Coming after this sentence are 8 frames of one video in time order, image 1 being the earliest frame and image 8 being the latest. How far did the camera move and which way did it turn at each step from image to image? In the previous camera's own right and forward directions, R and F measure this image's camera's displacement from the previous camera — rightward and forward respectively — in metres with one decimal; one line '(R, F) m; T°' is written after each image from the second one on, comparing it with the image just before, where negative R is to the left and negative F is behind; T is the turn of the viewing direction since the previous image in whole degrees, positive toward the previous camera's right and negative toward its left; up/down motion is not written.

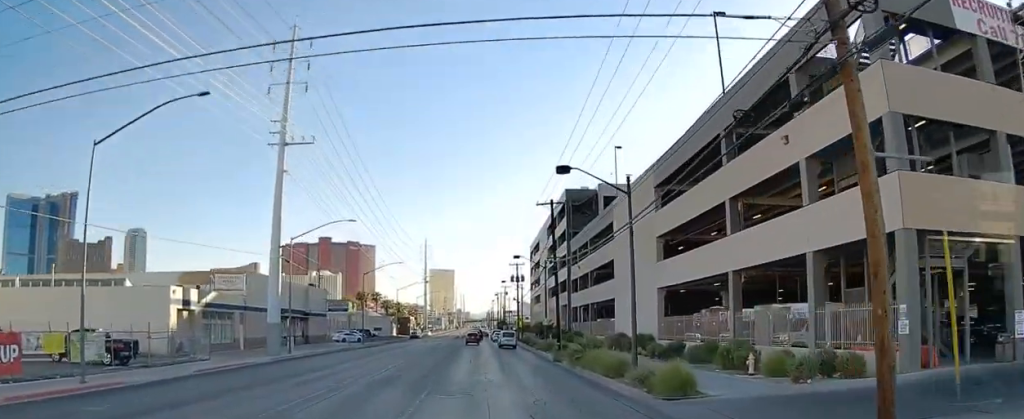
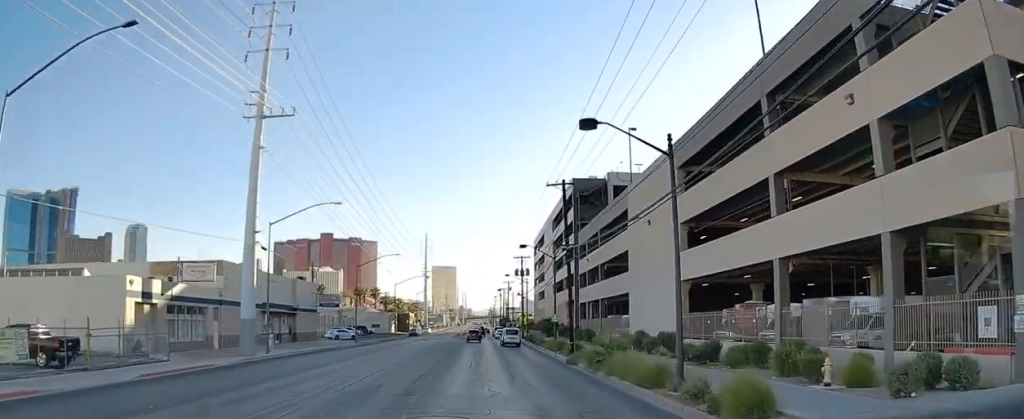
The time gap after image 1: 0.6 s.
(+0.3, +6.0) m; +1°
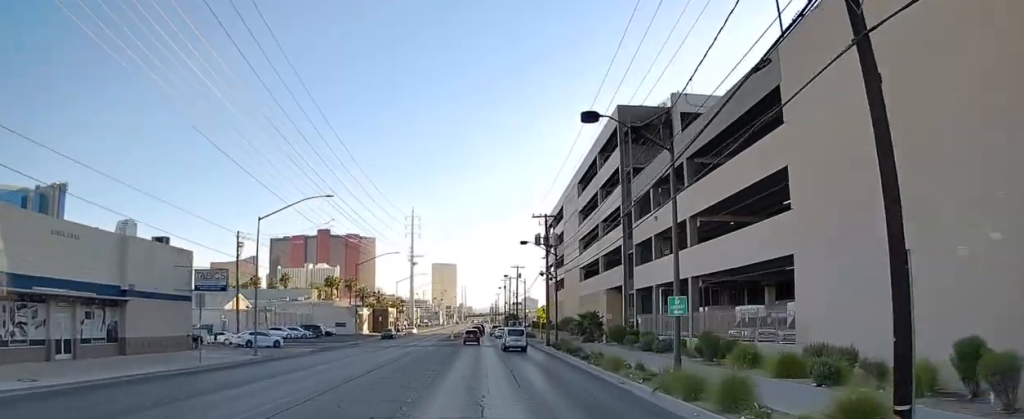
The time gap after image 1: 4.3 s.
(-0.3, +36.0) m; 0°
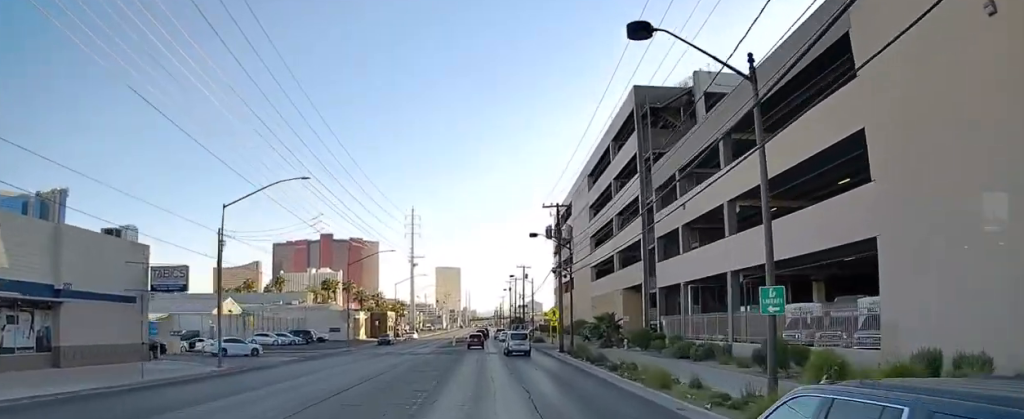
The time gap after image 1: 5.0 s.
(0.0, +7.4) m; 0°
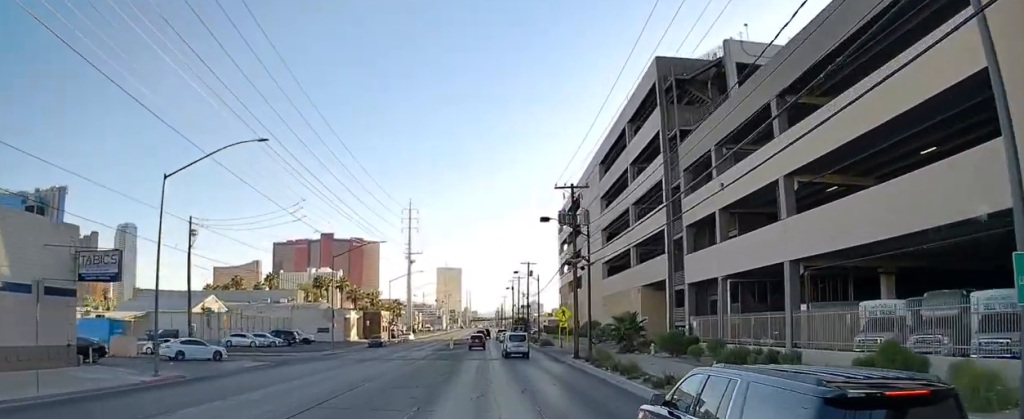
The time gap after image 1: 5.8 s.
(0.0, +7.7) m; 0°
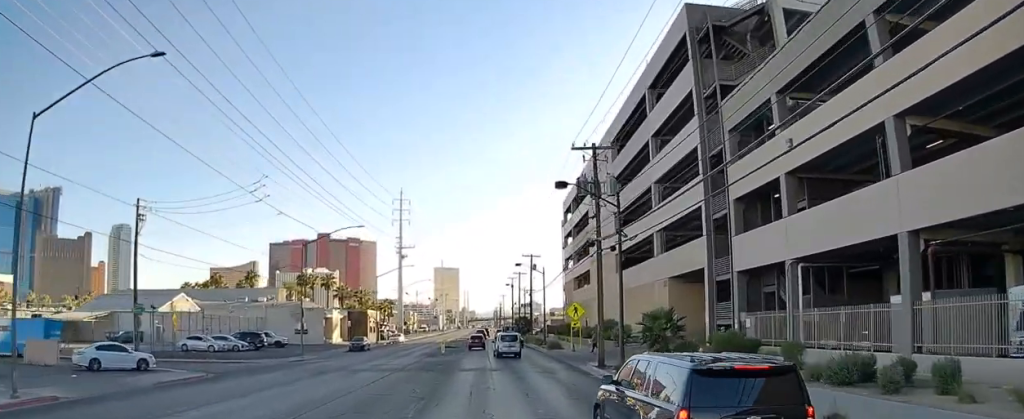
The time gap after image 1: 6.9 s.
(0.0, +9.9) m; 0°
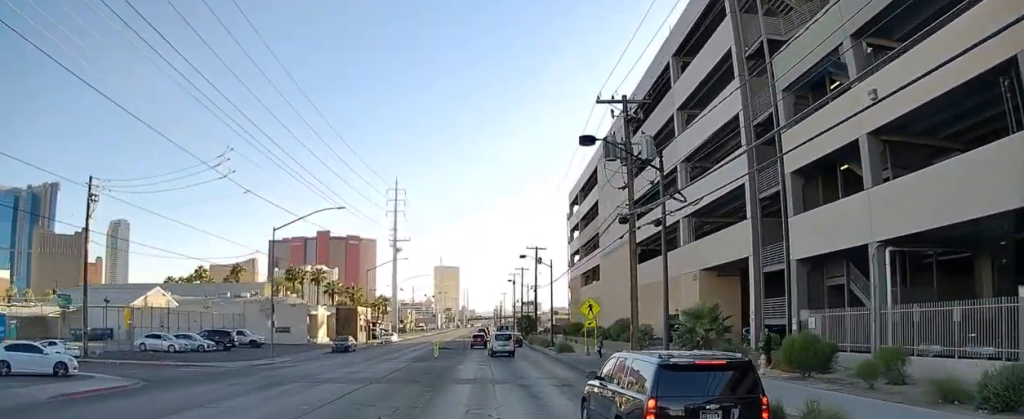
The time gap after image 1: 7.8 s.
(0.0, +7.7) m; 0°
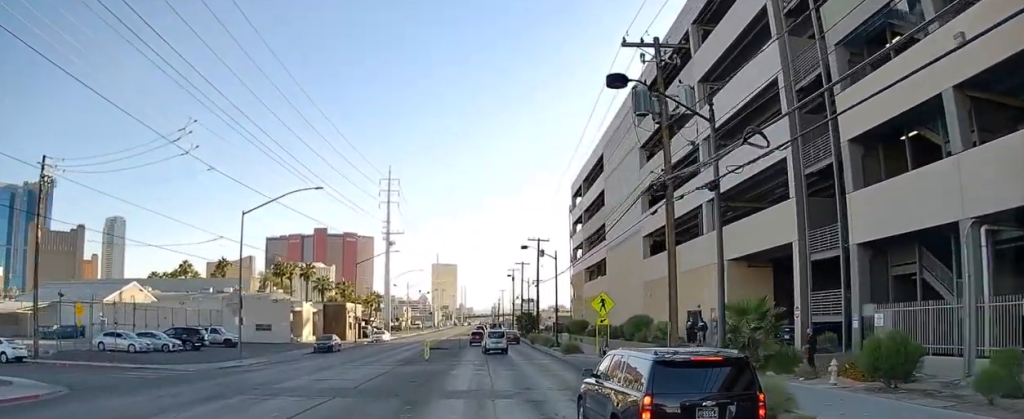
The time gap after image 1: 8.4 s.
(-0.1, +5.8) m; 0°
